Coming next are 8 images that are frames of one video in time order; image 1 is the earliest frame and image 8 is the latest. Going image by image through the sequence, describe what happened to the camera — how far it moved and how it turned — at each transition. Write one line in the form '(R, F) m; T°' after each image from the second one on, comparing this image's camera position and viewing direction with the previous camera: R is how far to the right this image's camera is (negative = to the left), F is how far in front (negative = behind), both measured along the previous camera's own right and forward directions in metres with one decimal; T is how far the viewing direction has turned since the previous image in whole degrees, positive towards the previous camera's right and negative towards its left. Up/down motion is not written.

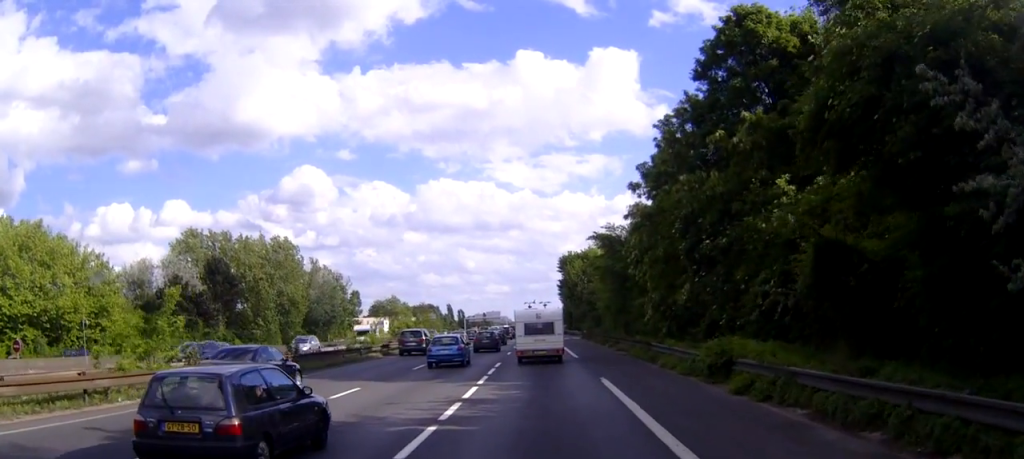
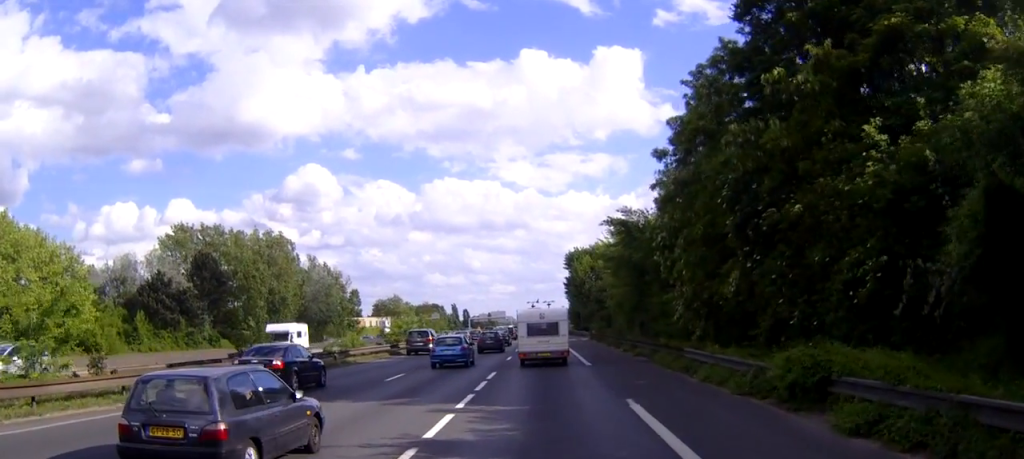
(0.0, +6.4) m; 0°
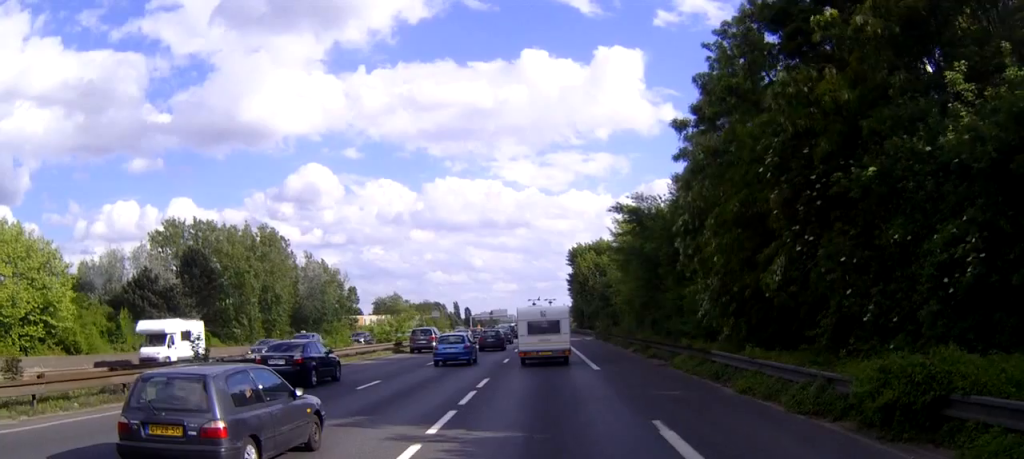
(0.0, +4.0) m; 0°
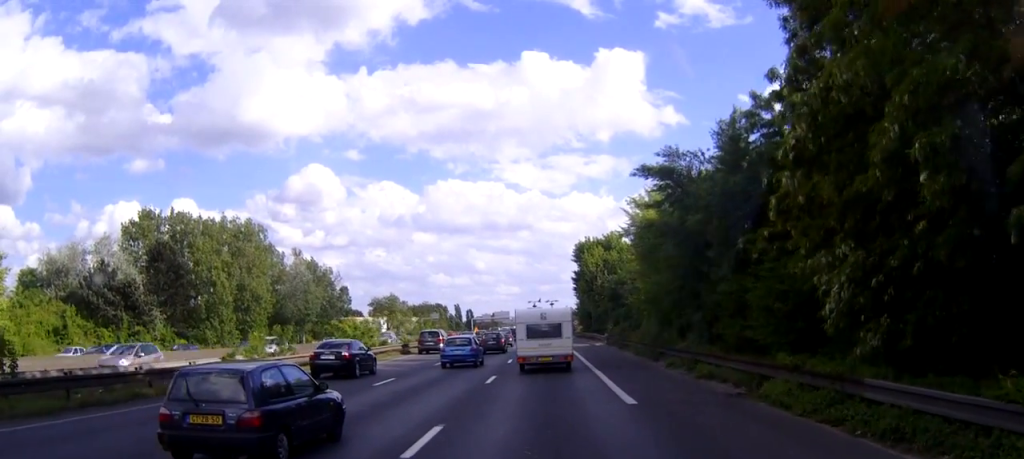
(0.0, +10.8) m; 0°
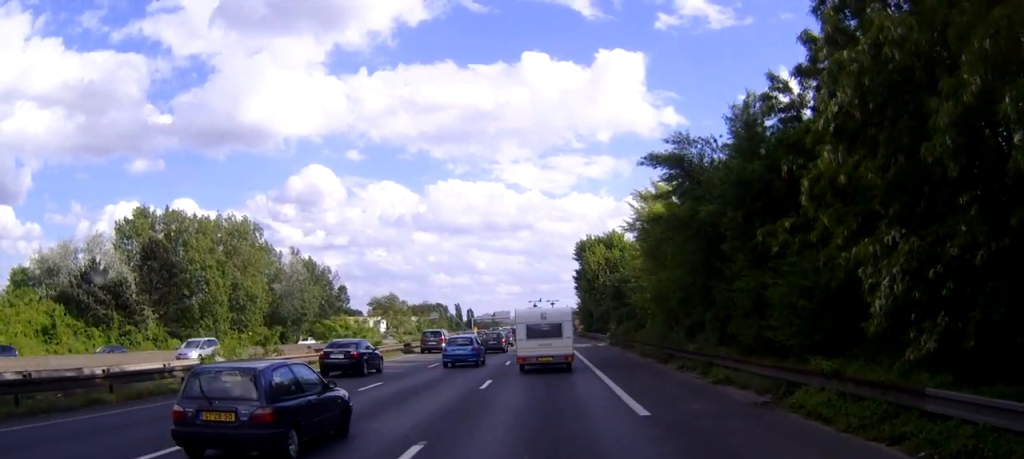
(0.0, +2.1) m; 0°
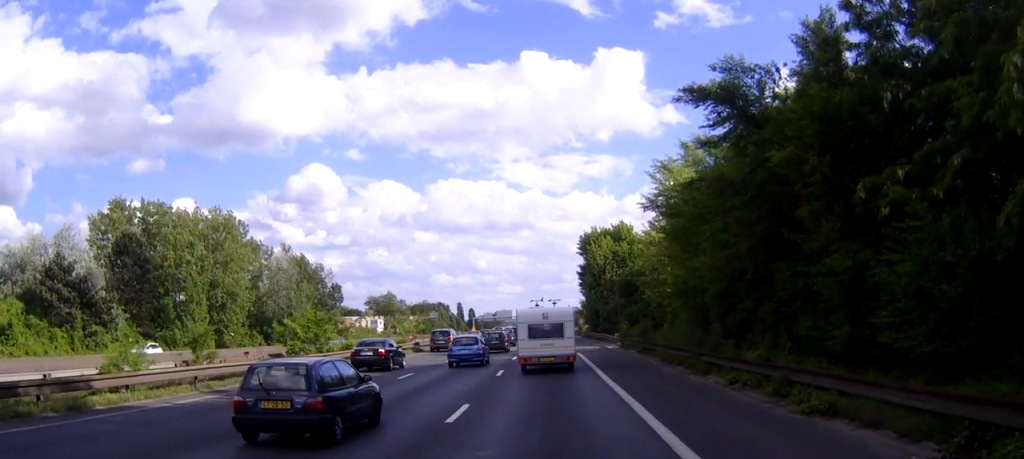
(+0.1, +7.2) m; +1°
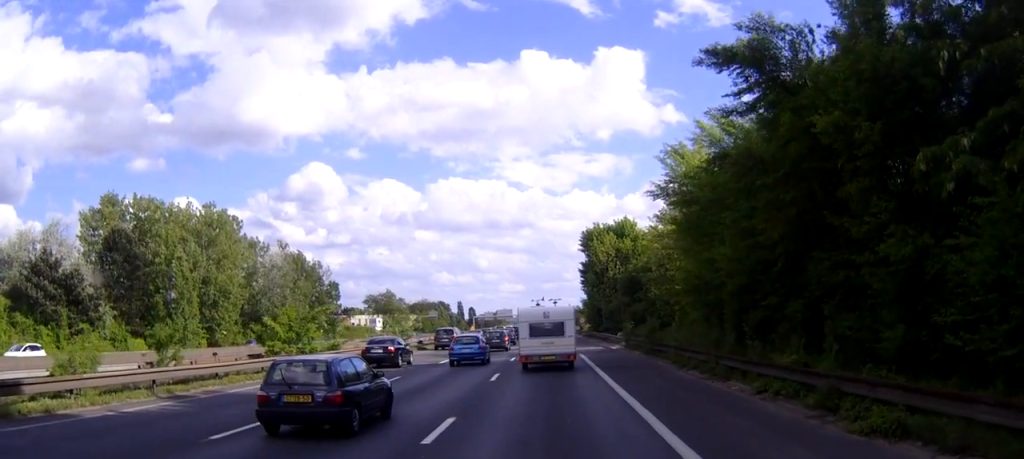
(0.0, +2.6) m; 0°
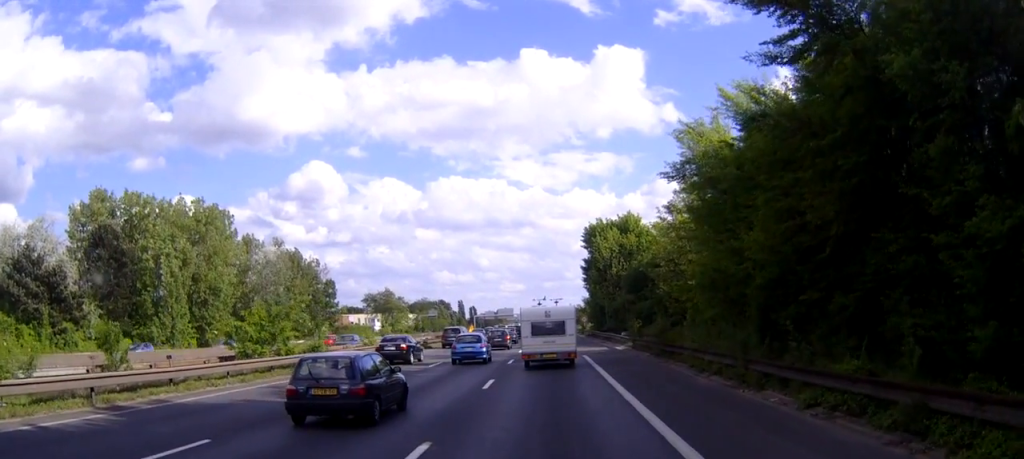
(0.0, +3.3) m; 0°
